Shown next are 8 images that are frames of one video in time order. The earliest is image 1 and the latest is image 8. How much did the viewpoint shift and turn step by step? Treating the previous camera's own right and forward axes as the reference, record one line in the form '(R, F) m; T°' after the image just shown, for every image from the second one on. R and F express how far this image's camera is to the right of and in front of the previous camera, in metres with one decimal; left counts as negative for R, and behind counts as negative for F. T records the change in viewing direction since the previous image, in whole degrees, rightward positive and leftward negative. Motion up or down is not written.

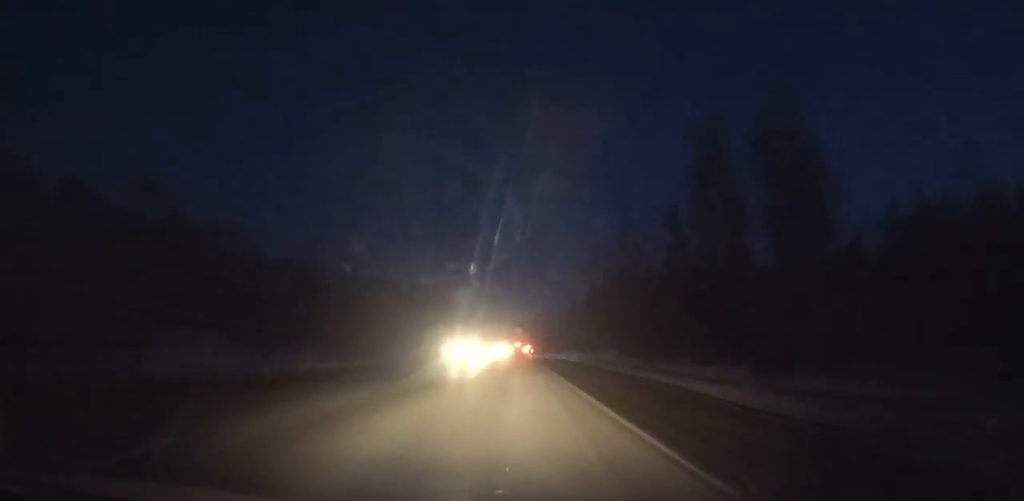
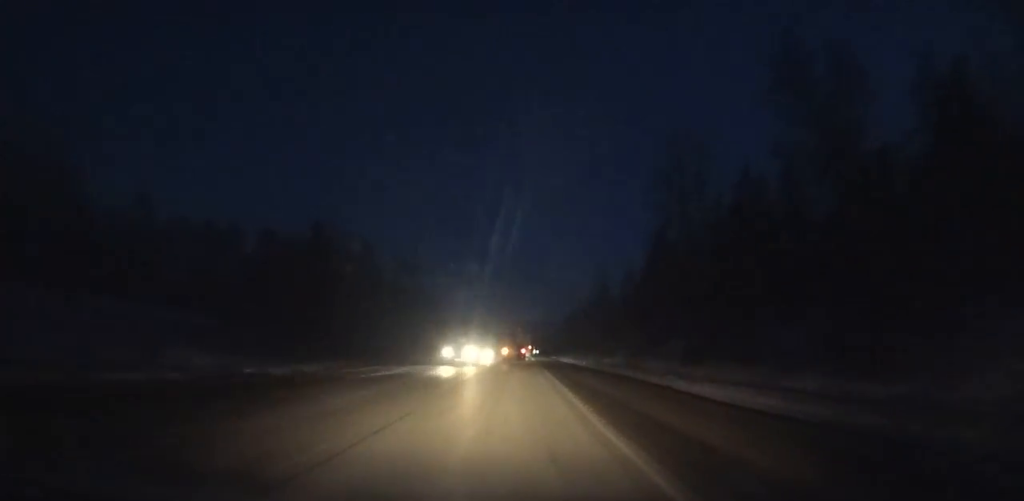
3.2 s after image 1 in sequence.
(+0.3, +65.7) m; 0°
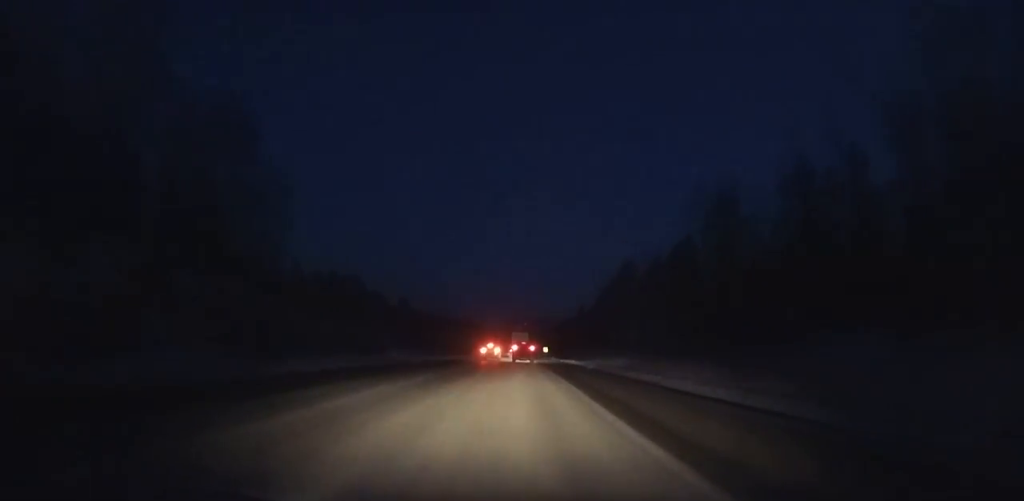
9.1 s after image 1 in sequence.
(-0.2, +114.1) m; 0°
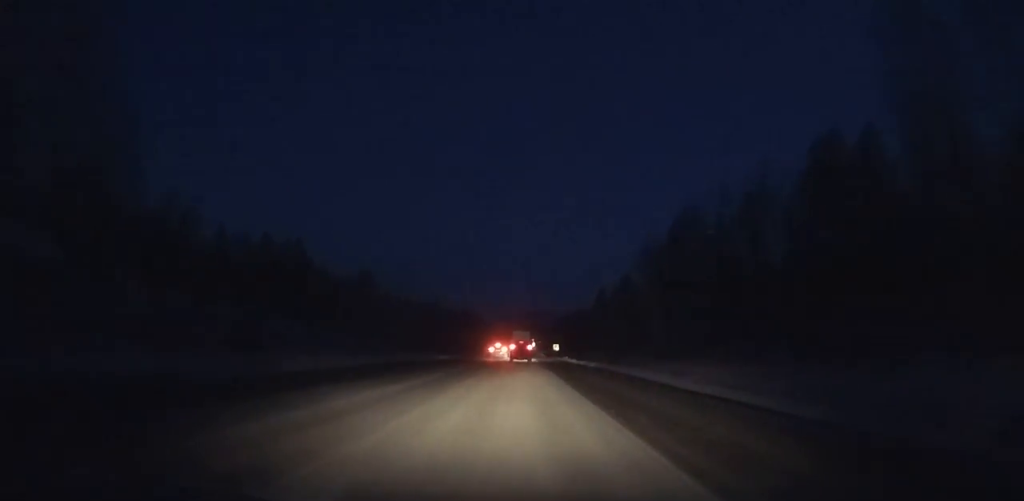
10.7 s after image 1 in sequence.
(0.0, +29.9) m; 0°
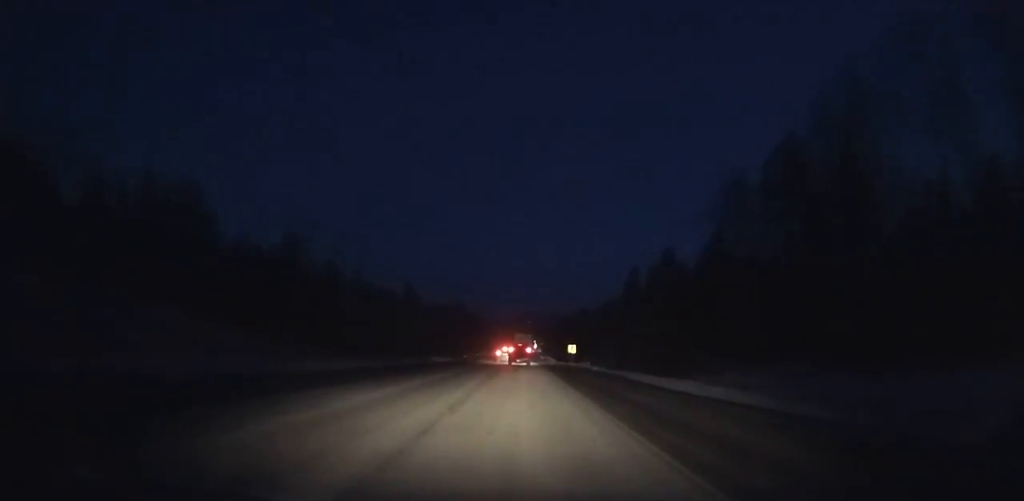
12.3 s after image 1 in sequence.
(0.0, +29.8) m; 0°
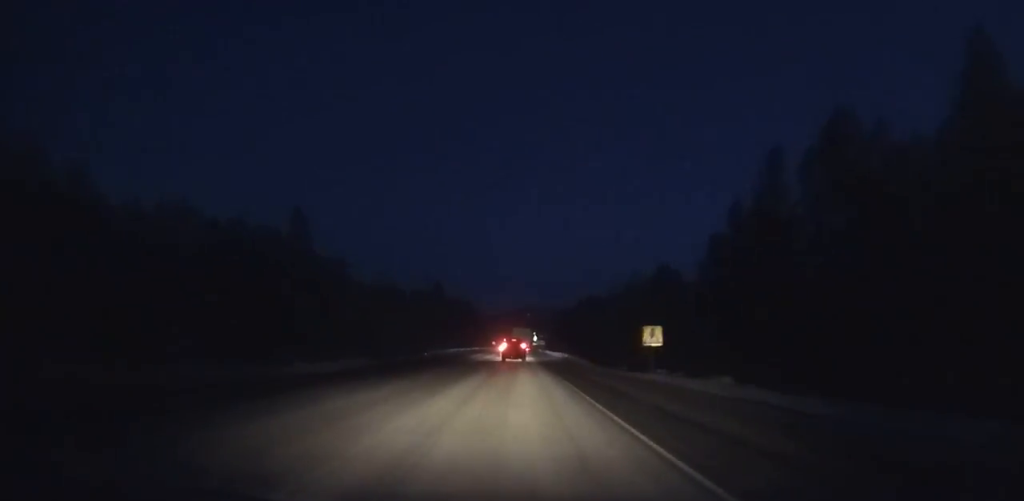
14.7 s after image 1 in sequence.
(+0.1, +44.5) m; 0°
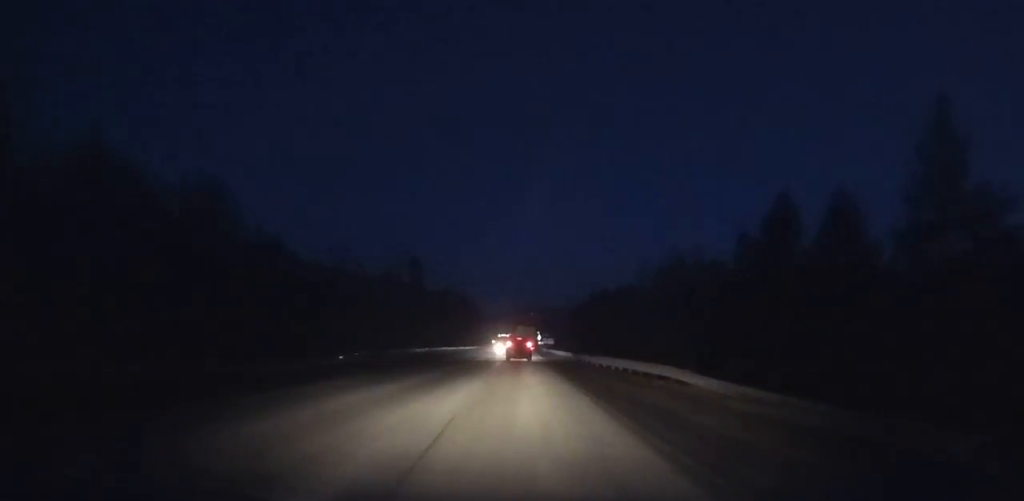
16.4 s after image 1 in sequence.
(0.0, +31.7) m; 0°
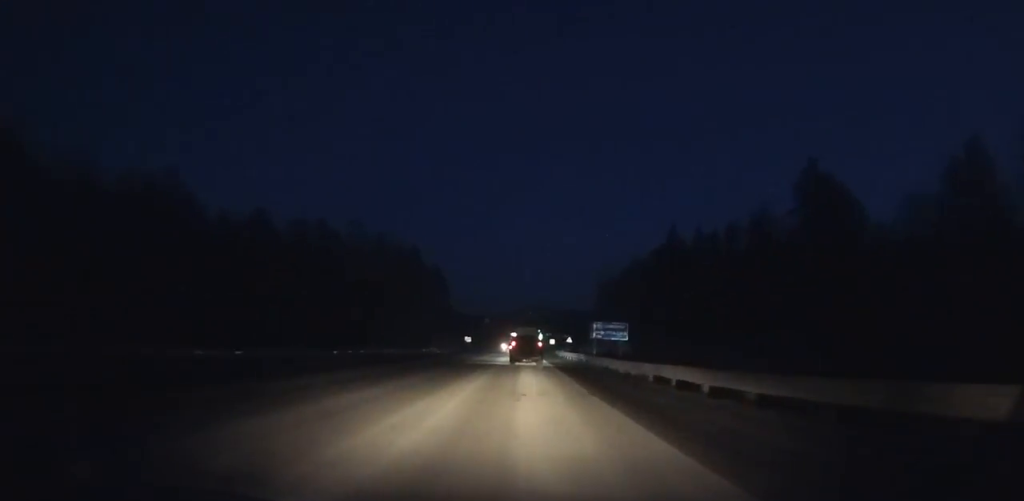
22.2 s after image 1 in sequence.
(-0.2, +110.4) m; 0°
